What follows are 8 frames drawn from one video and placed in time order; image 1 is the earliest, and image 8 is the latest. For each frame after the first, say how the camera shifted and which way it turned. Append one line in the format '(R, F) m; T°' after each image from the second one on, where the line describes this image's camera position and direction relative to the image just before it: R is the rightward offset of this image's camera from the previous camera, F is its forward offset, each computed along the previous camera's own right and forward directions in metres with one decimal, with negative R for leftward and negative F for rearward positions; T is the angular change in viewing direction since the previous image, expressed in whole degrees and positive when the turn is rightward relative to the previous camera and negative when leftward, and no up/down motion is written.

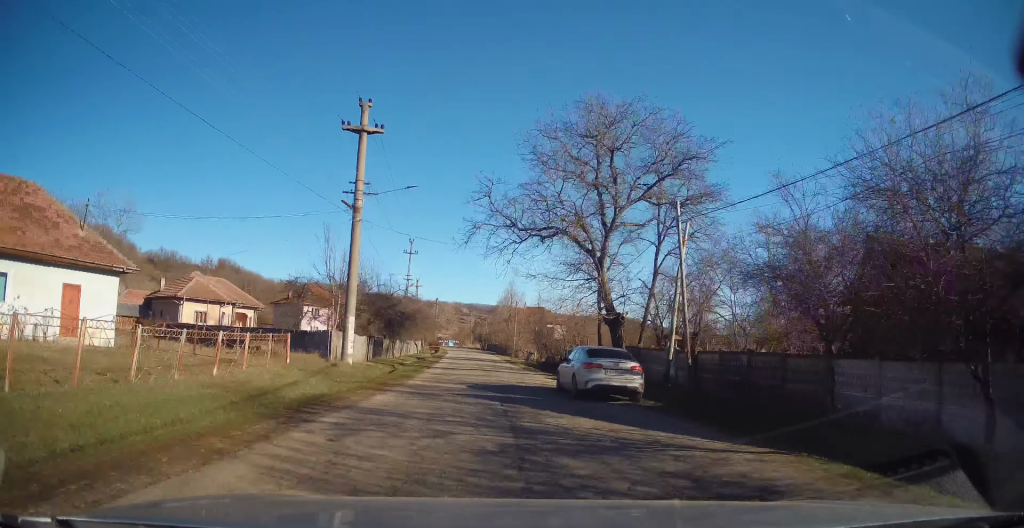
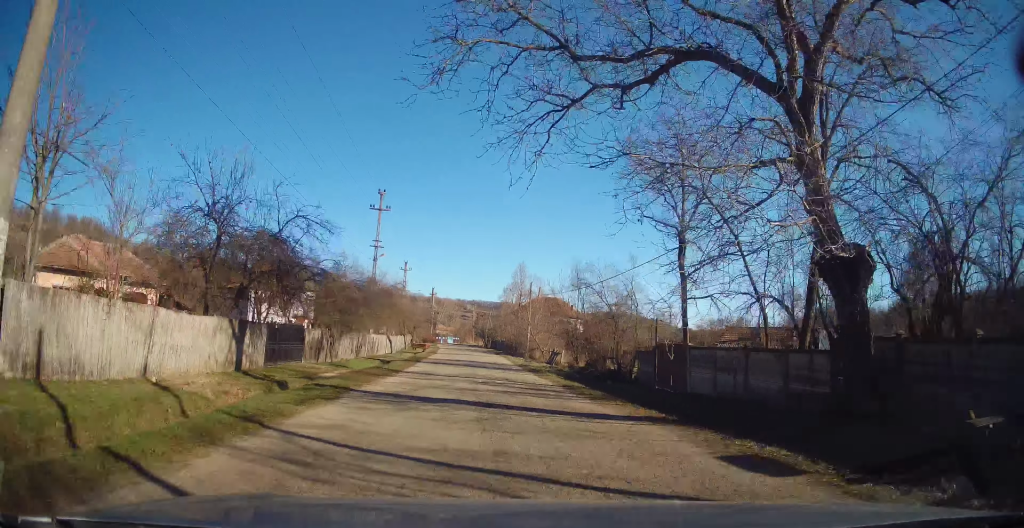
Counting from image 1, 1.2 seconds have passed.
(-0.4, +18.3) m; -1°
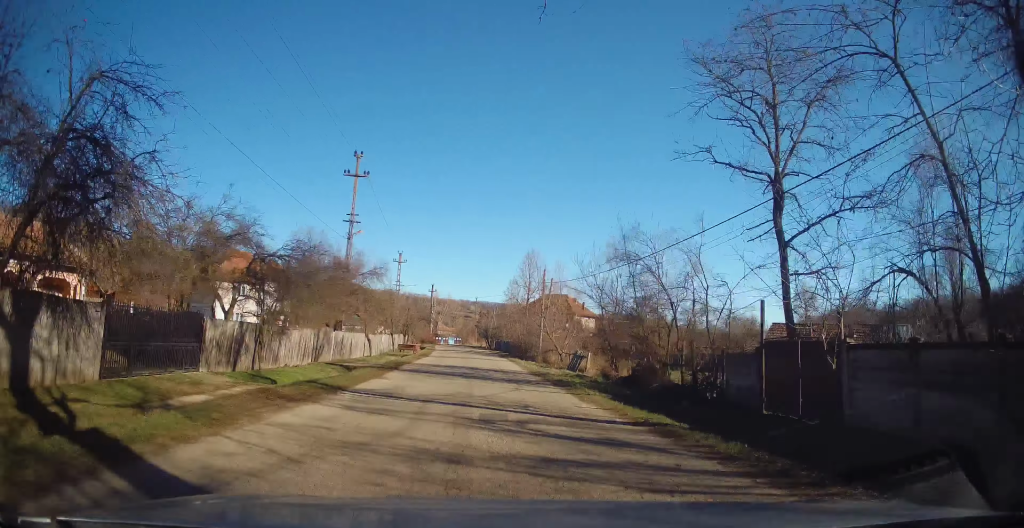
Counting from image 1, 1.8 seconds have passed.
(0.0, +8.8) m; 0°
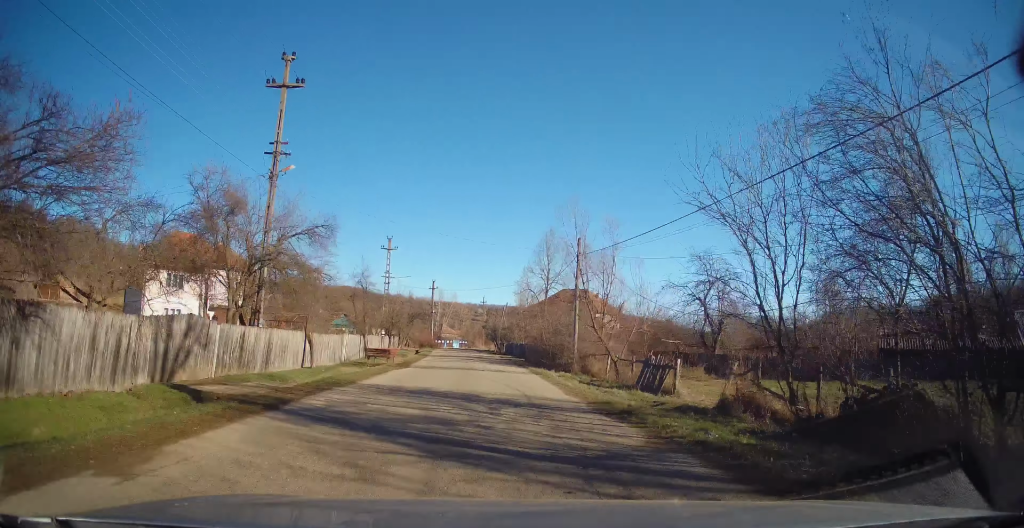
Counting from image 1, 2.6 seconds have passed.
(0.0, +13.0) m; 0°
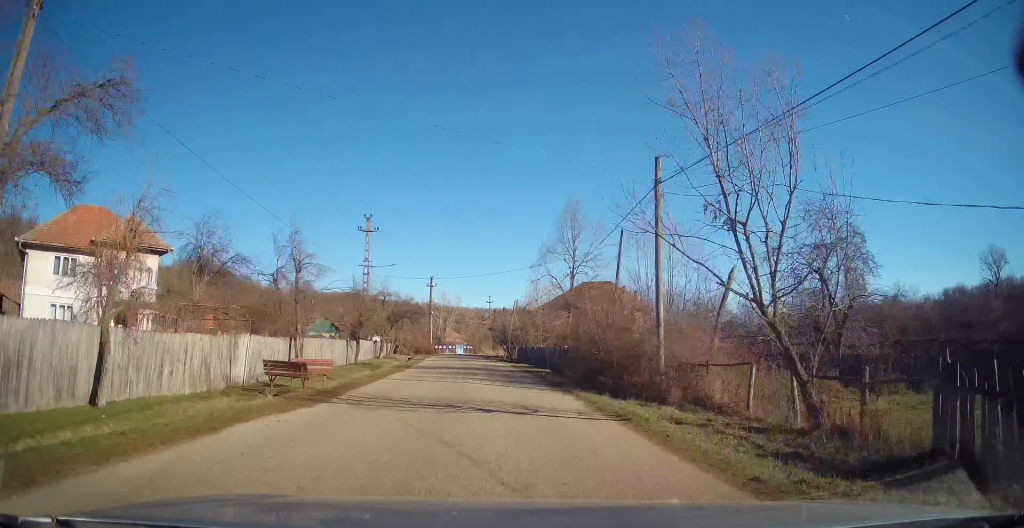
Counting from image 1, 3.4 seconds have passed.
(0.0, +13.0) m; -2°
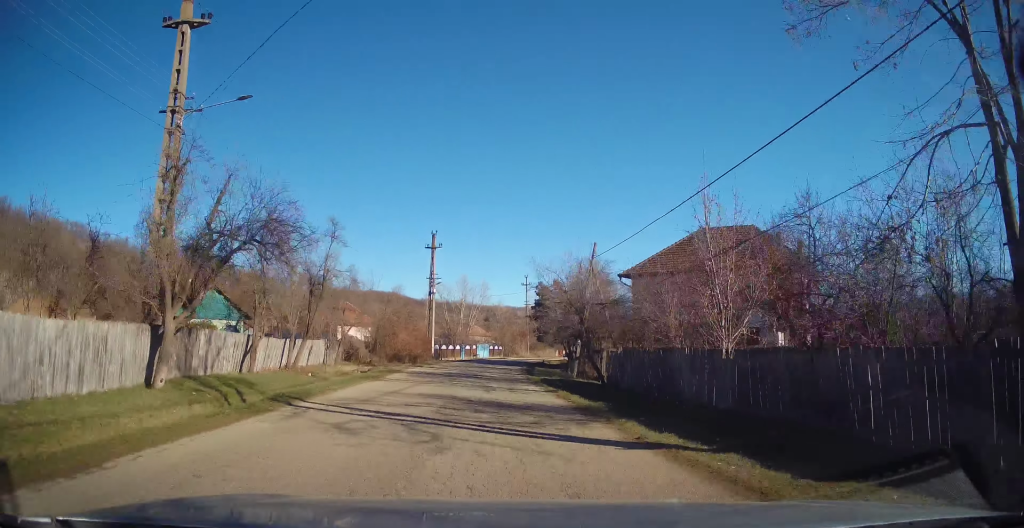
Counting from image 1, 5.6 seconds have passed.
(-1.4, +33.3) m; -3°
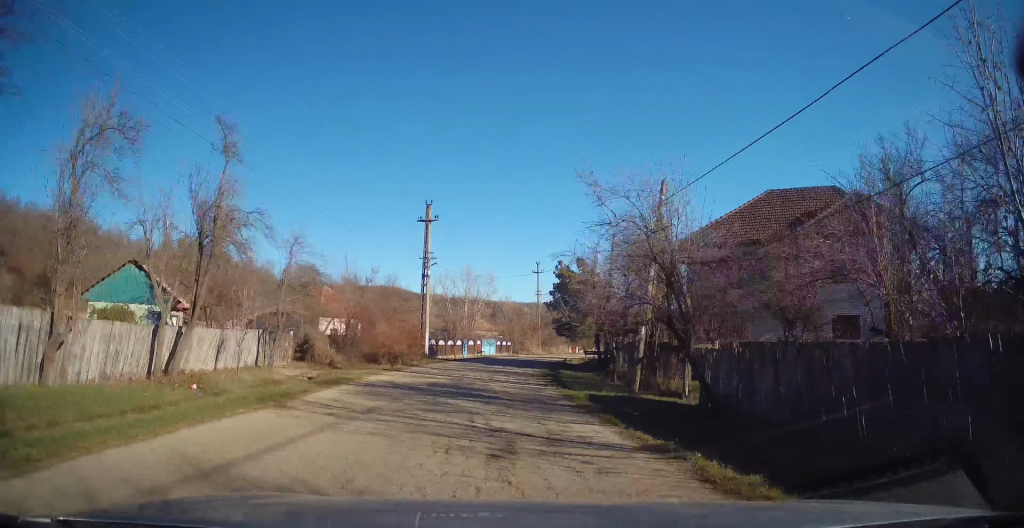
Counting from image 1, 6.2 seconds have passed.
(0.0, +9.7) m; 0°
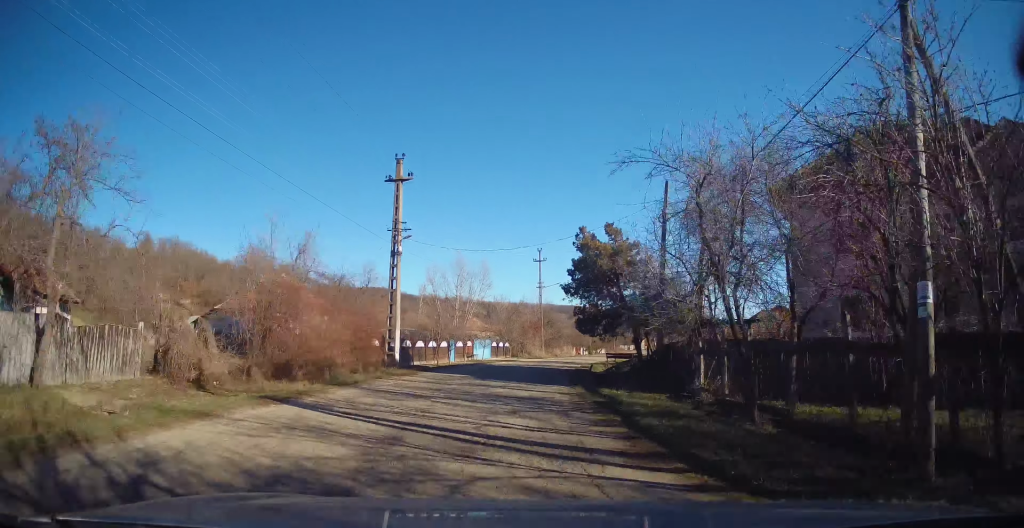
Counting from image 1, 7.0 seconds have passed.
(0.0, +11.2) m; +1°
